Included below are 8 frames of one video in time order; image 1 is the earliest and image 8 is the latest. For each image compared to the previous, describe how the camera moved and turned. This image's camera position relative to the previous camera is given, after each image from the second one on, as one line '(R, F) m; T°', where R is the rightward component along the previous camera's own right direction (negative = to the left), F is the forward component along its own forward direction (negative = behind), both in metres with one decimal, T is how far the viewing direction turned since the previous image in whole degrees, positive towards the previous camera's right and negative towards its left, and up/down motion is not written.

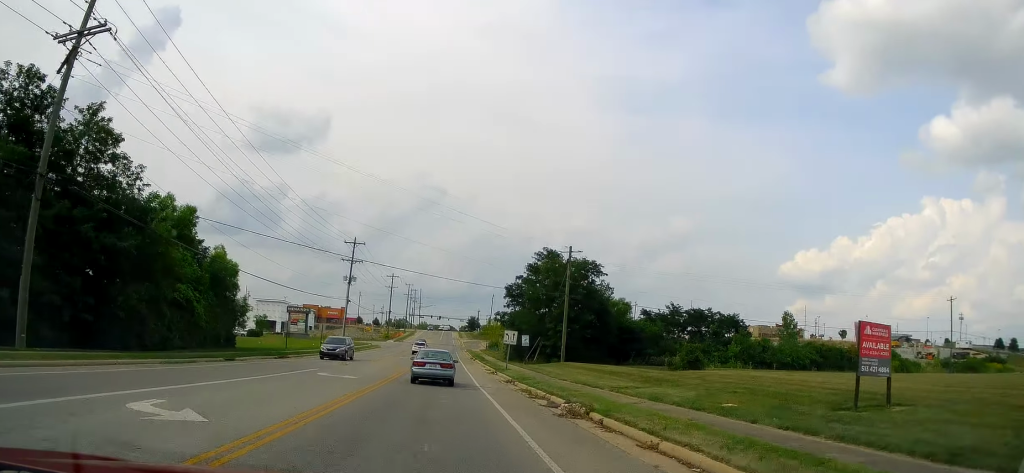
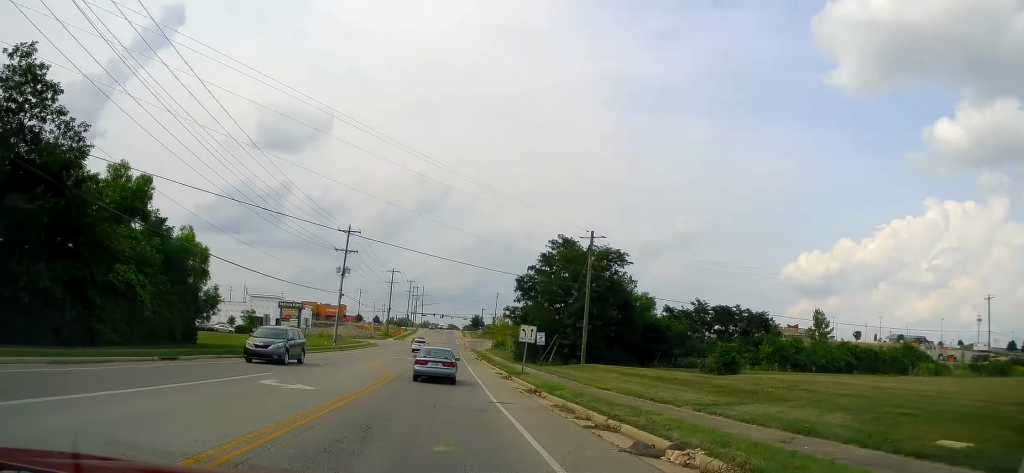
(+0.1, +8.7) m; 0°
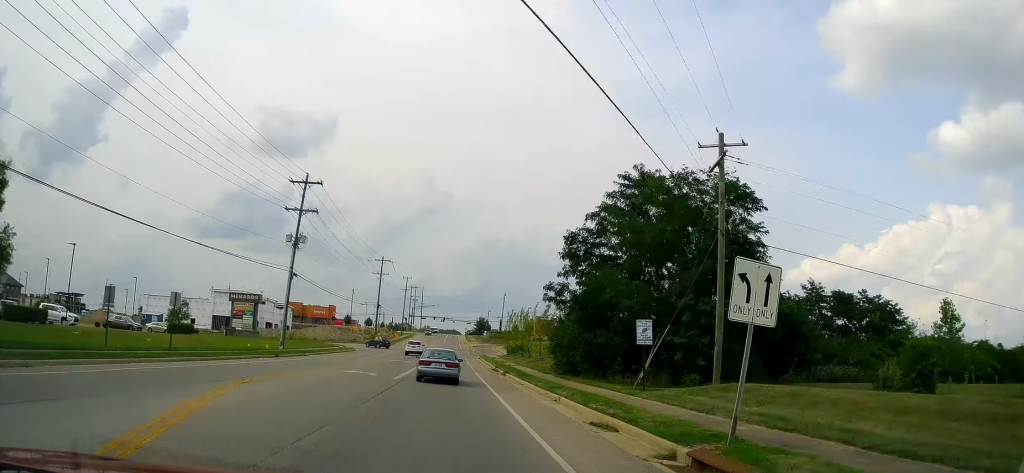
(-0.4, +27.9) m; +1°
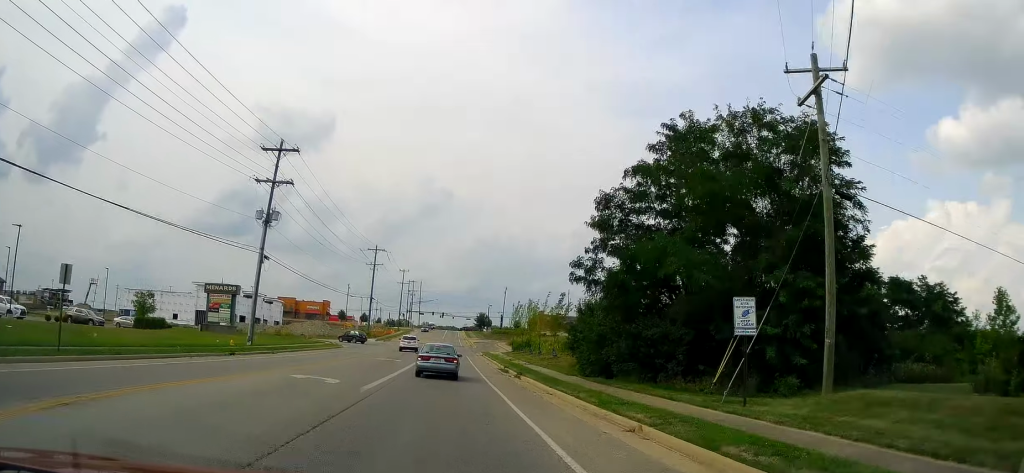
(+0.3, +9.0) m; 0°
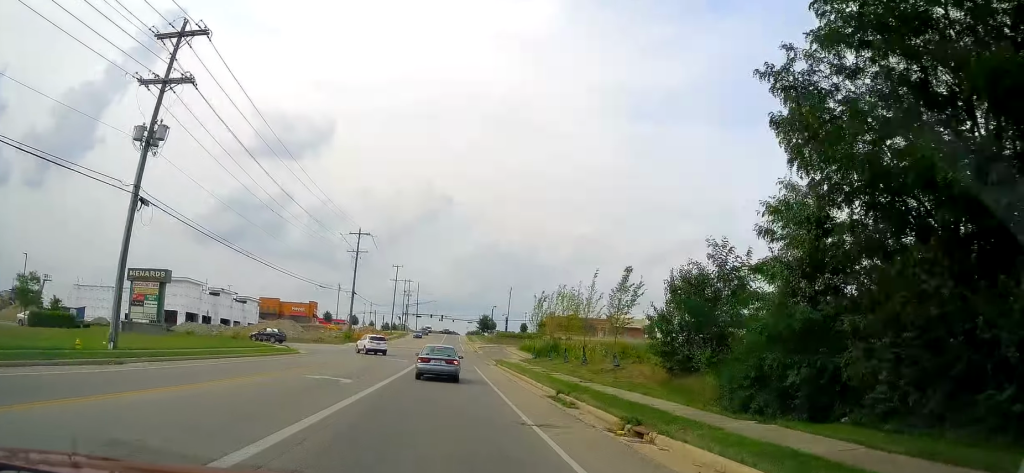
(0.0, +20.8) m; -2°
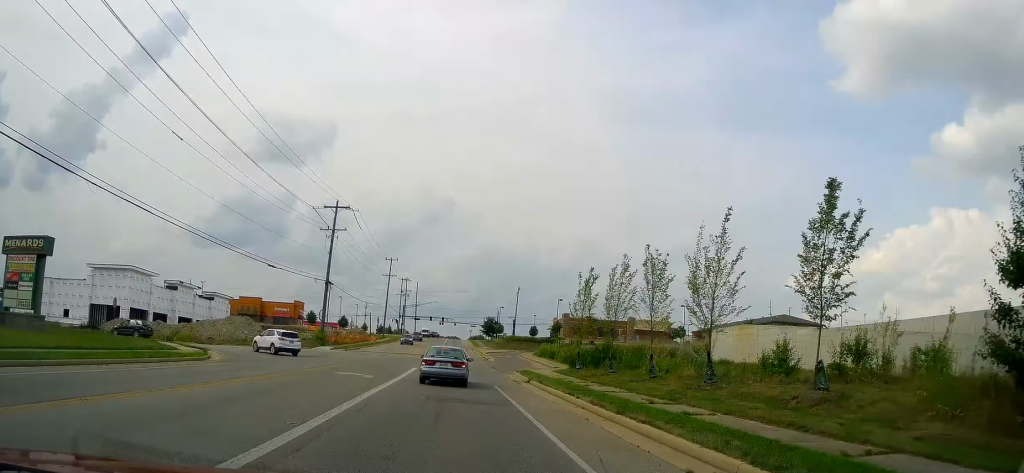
(-0.2, +20.3) m; -1°
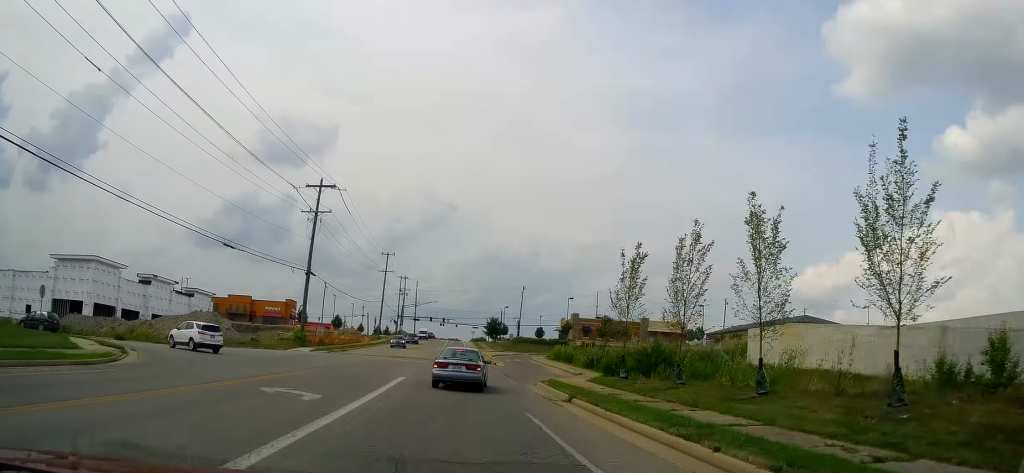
(-0.1, +10.1) m; -1°
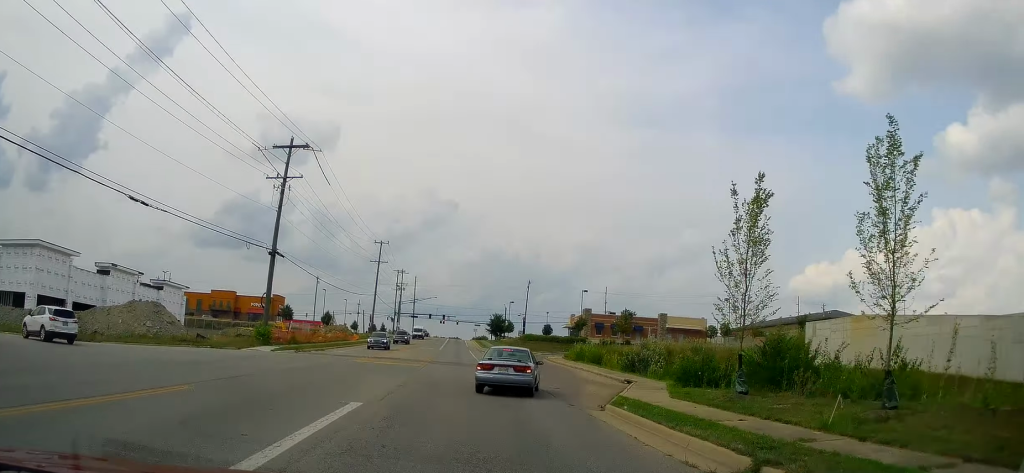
(-0.2, +12.6) m; -1°
